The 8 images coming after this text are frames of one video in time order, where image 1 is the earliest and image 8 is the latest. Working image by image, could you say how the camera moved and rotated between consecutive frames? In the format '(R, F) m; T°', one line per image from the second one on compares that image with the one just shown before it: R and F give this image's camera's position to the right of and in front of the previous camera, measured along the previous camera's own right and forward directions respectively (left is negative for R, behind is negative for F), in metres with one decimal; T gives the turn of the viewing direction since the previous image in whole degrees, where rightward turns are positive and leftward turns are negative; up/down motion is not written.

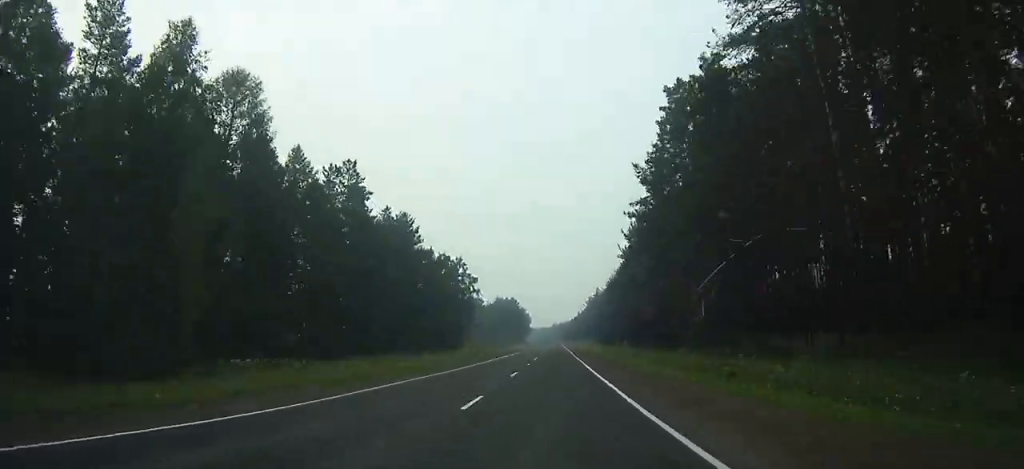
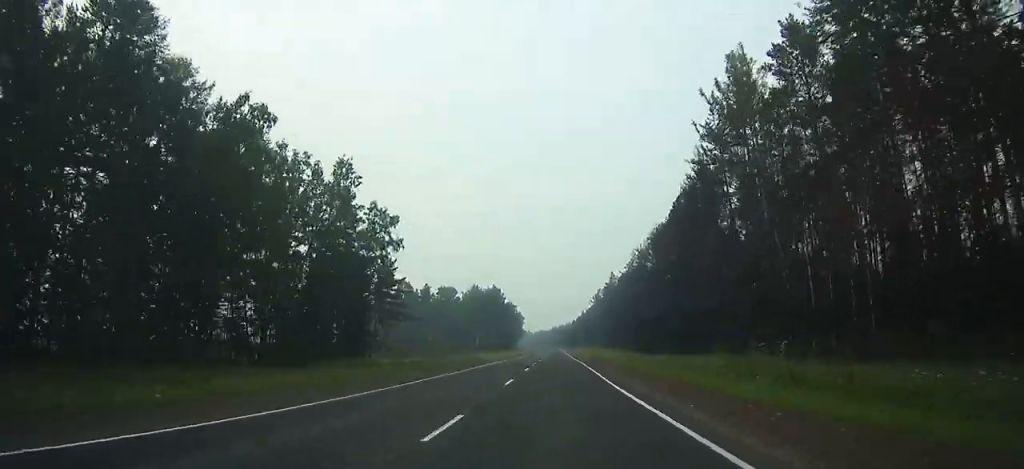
(+0.2, +77.1) m; 0°
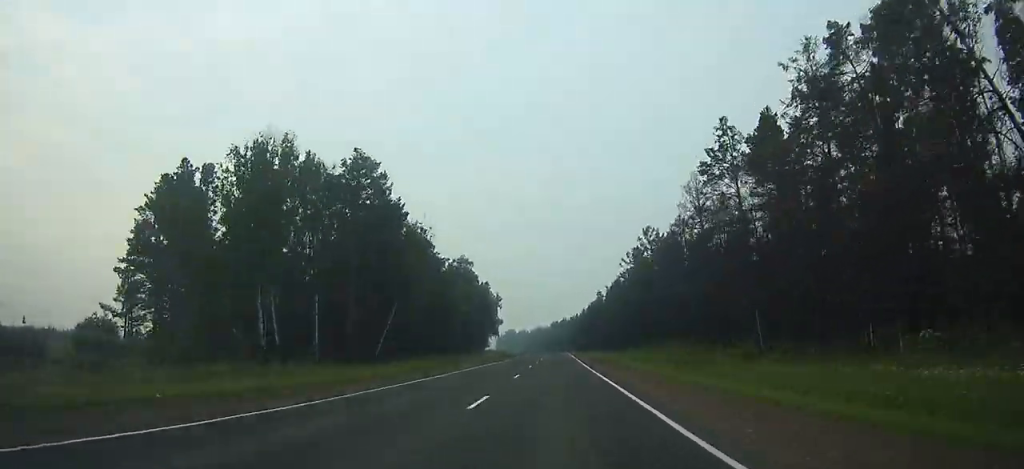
(-0.1, +142.5) m; 0°
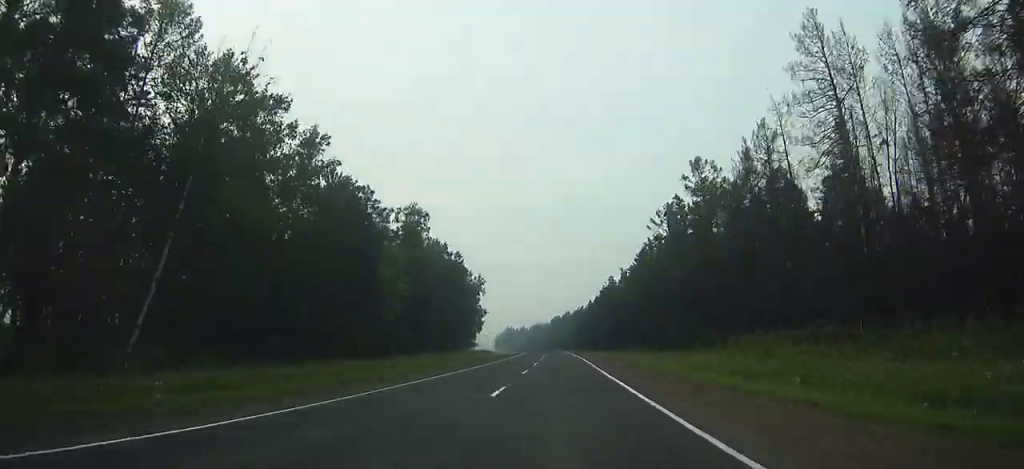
(0.0, +43.9) m; -1°
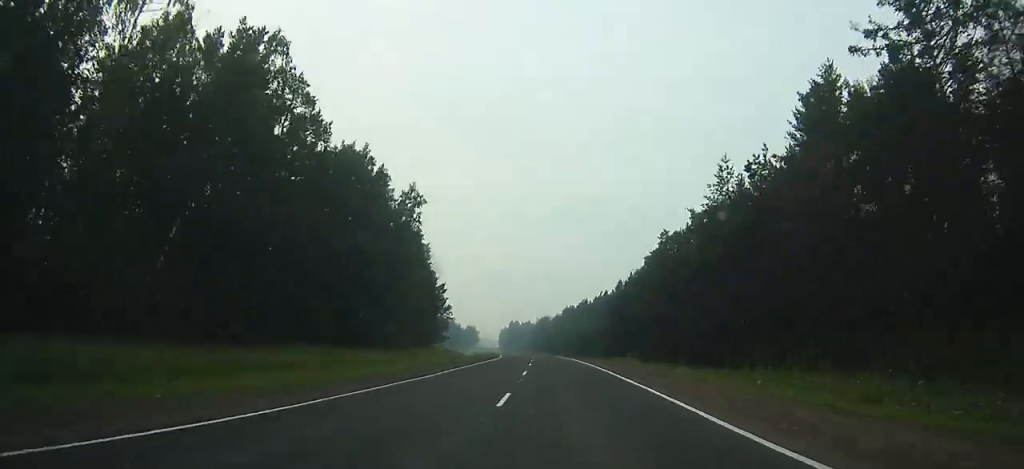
(-1.0, +74.3) m; -2°
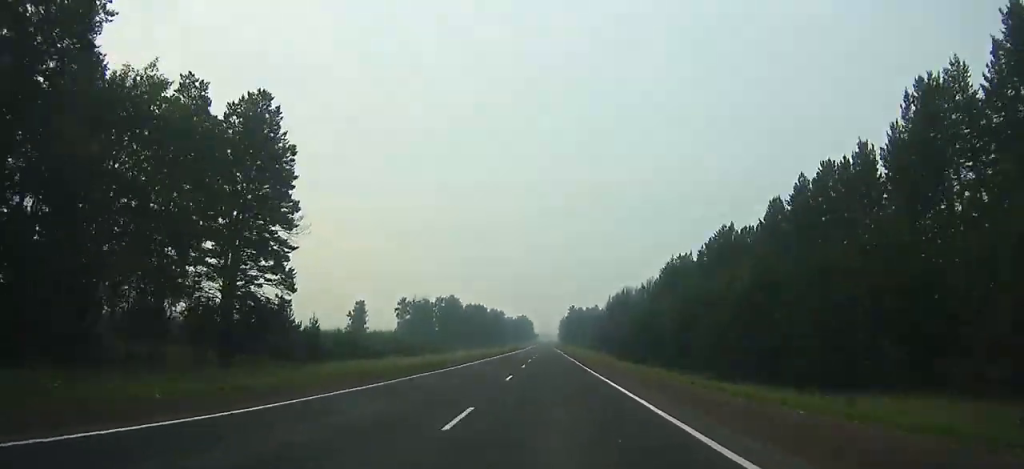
(-4.8, +120.9) m; -4°
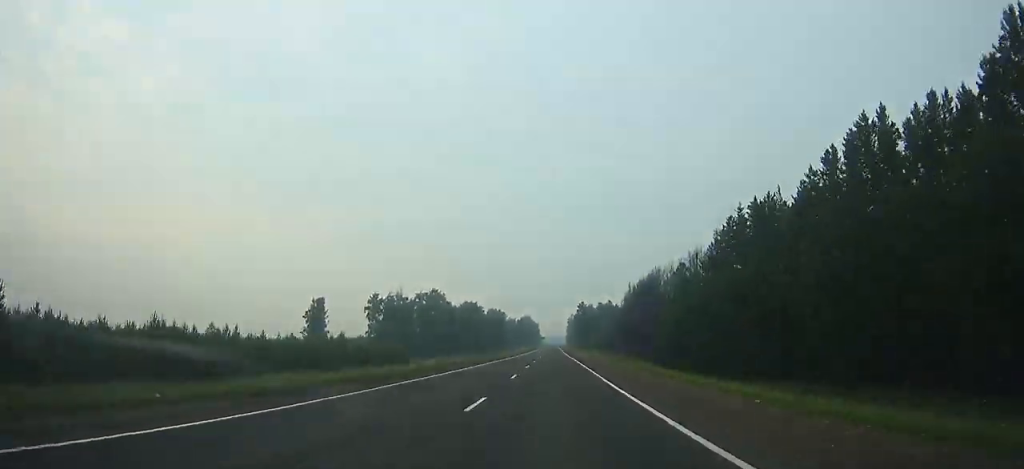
(-0.8, +47.9) m; -1°
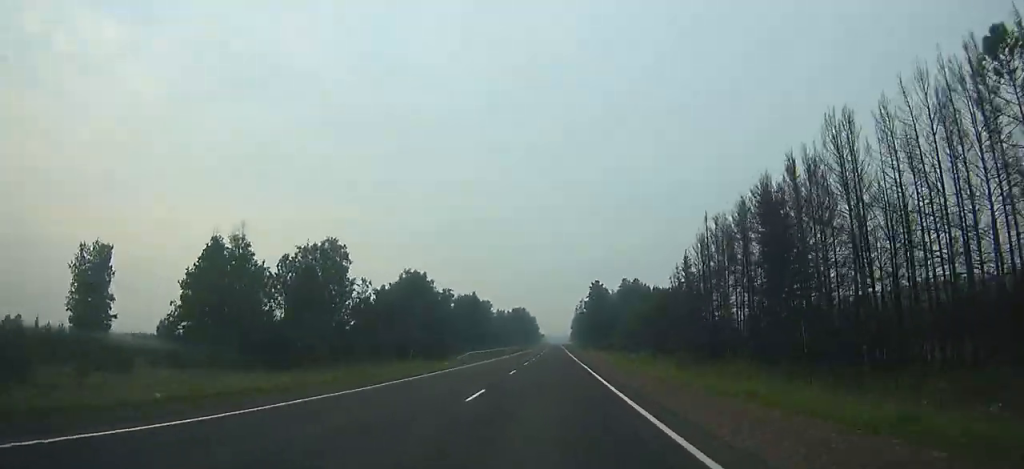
(-0.8, +96.9) m; -1°
